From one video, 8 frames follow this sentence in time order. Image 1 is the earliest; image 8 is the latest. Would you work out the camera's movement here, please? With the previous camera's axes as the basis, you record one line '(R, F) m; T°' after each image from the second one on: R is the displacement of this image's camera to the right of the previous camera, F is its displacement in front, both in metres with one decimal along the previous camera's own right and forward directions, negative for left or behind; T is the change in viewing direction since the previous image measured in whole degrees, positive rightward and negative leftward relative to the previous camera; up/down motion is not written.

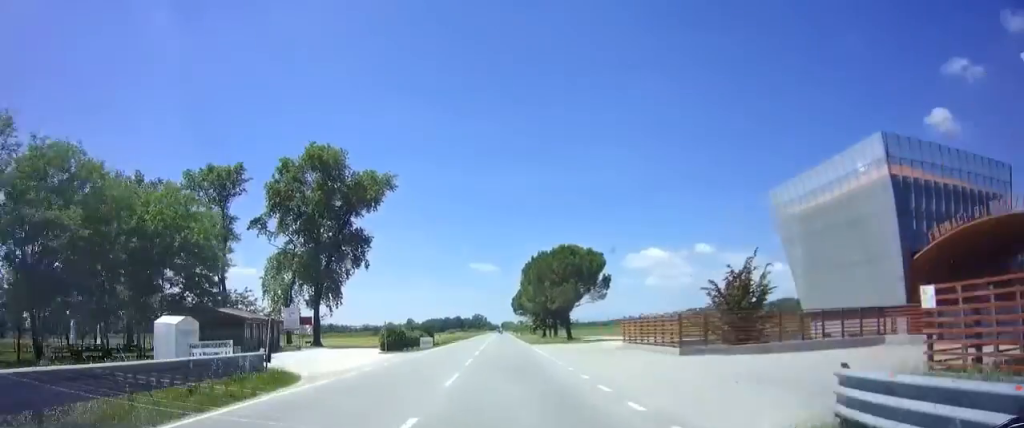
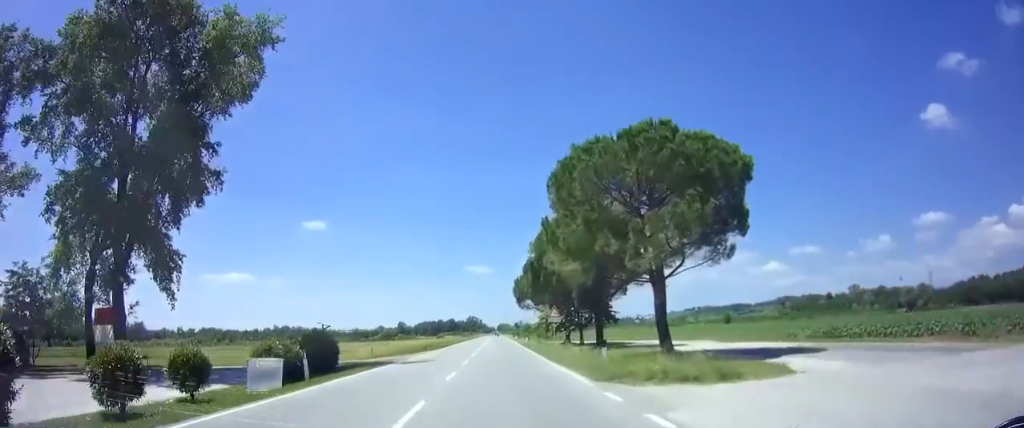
(-0.2, +34.1) m; -1°
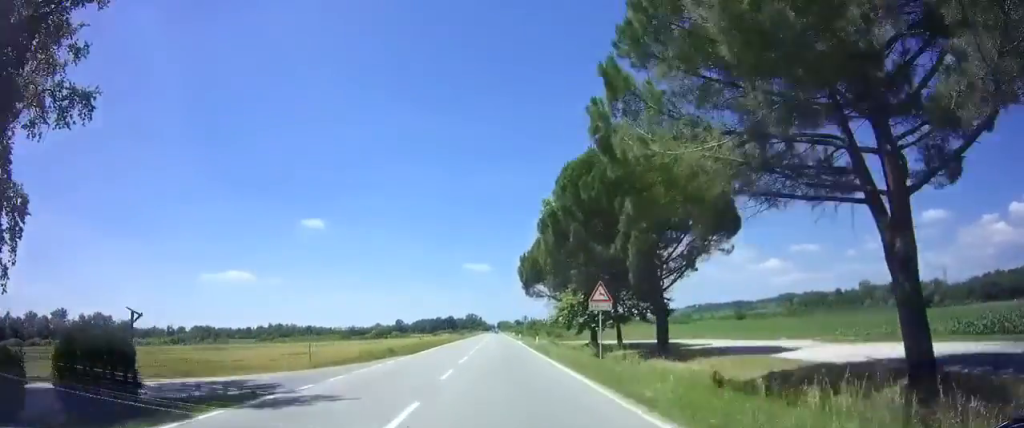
(0.0, +15.0) m; 0°
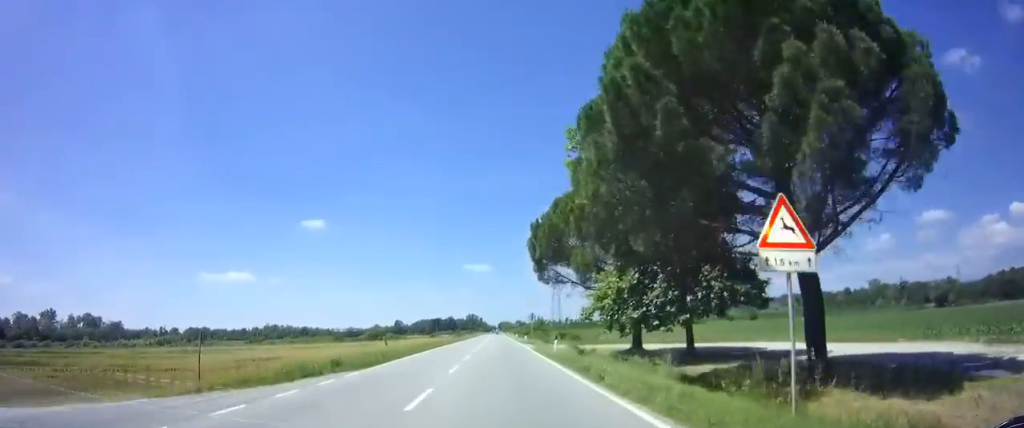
(0.0, +12.1) m; 0°
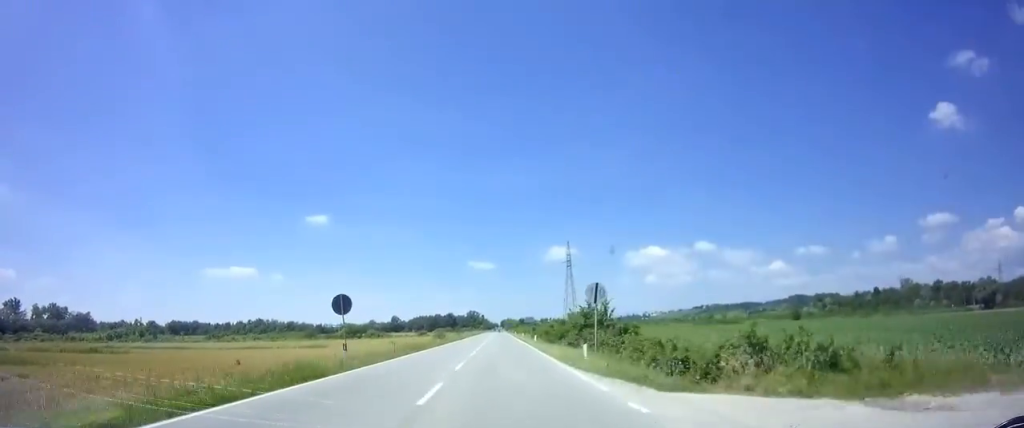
(+0.1, +36.8) m; 0°
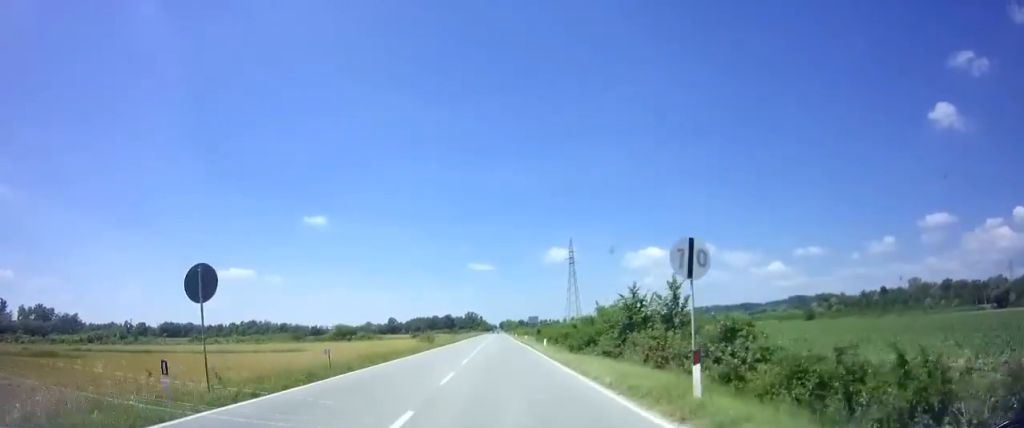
(0.0, +11.1) m; 0°
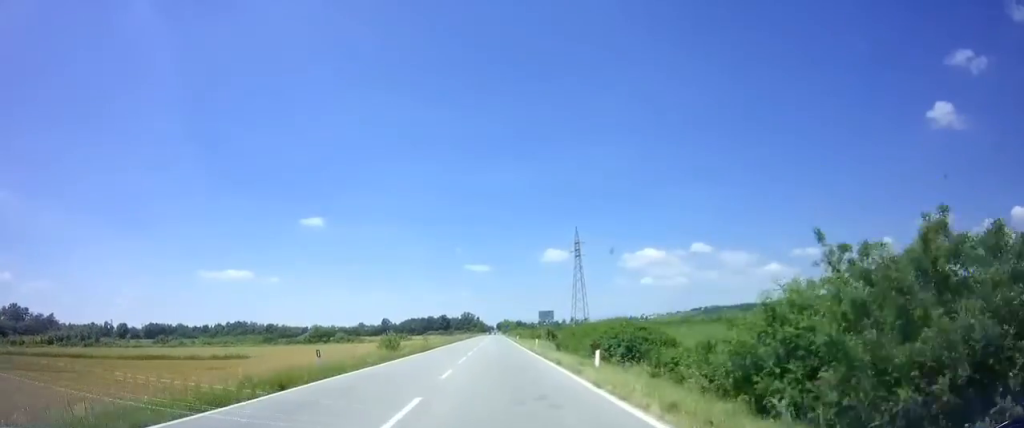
(0.0, +20.0) m; 0°
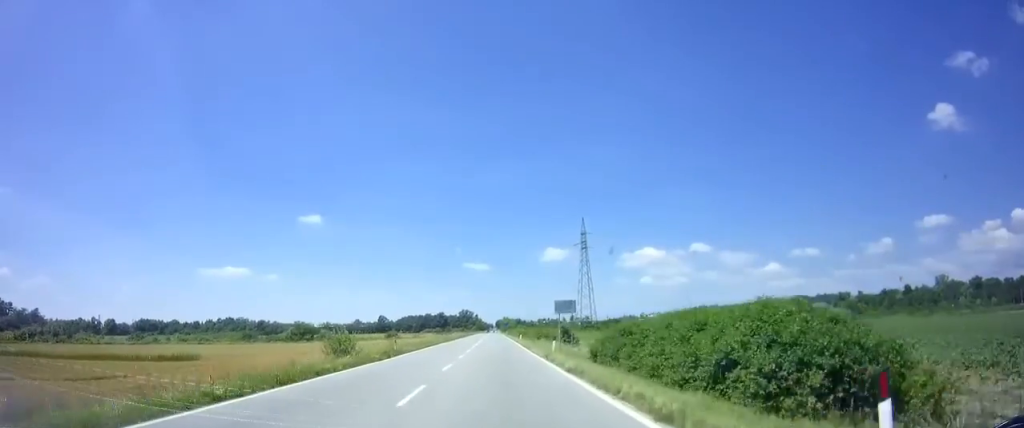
(0.0, +12.7) m; 0°
